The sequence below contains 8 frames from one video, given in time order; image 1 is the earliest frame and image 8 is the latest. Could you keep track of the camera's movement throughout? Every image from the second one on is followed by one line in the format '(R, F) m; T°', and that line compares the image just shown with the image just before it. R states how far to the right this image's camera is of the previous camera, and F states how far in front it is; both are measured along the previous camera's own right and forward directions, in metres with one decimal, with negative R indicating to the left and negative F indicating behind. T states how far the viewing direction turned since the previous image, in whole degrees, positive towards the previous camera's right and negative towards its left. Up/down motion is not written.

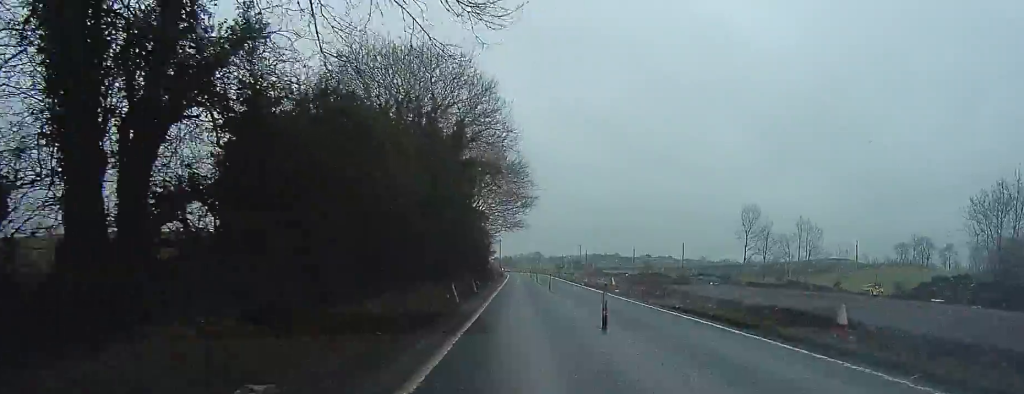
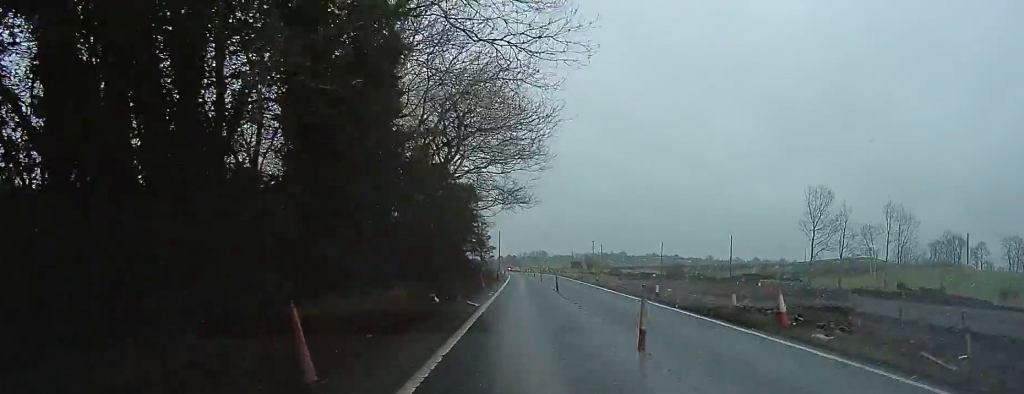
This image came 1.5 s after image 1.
(+0.9, +22.9) m; +1°
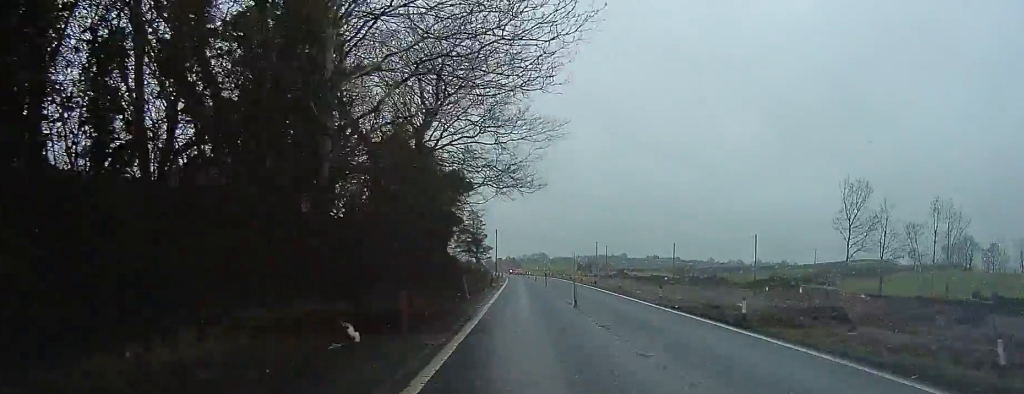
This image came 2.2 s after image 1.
(-0.3, +9.6) m; -1°
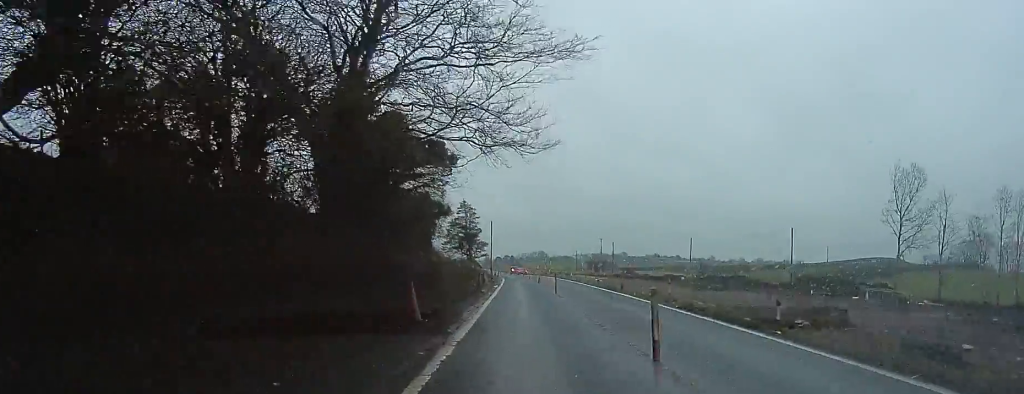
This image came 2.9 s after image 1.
(-0.2, +11.0) m; 0°
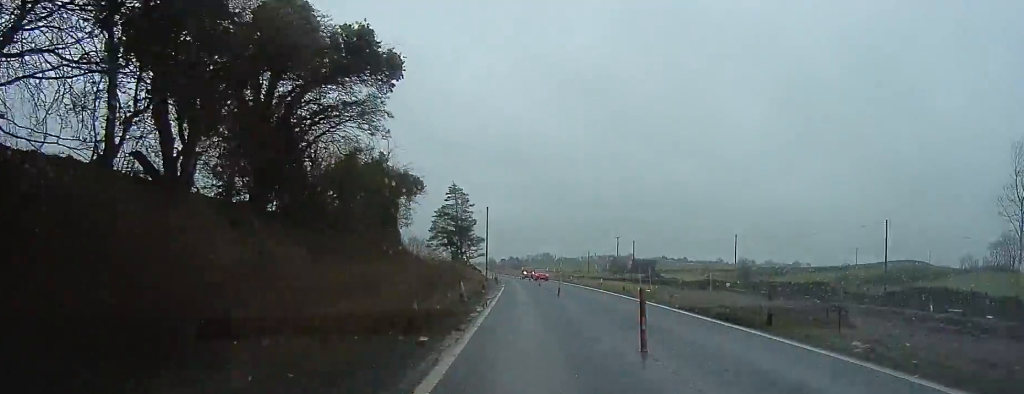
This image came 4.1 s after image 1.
(+0.6, +17.8) m; +2°
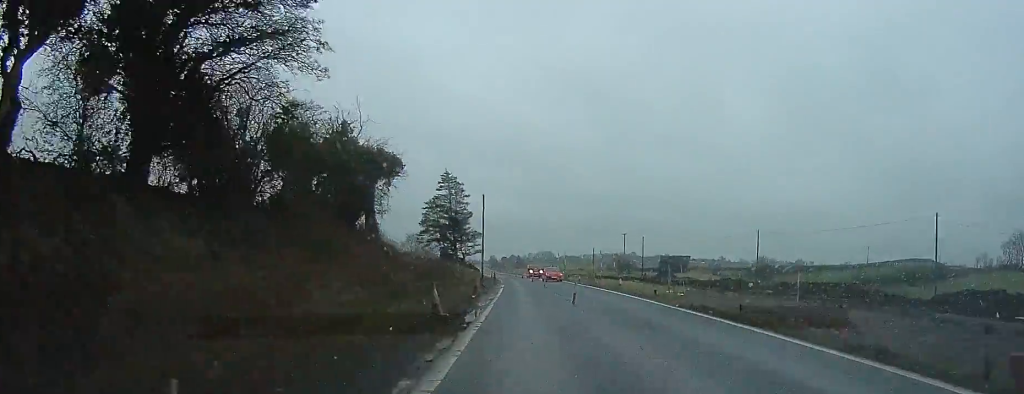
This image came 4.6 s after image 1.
(+0.3, +7.0) m; -1°
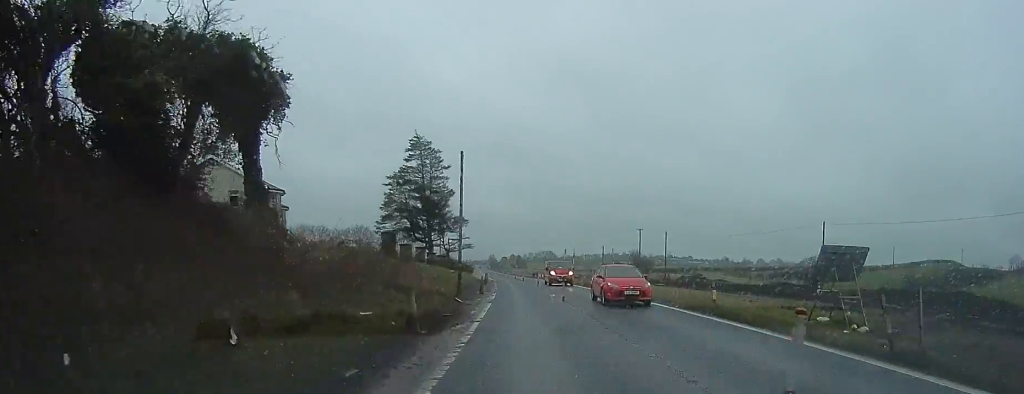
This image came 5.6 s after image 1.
(-0.7, +16.4) m; -3°
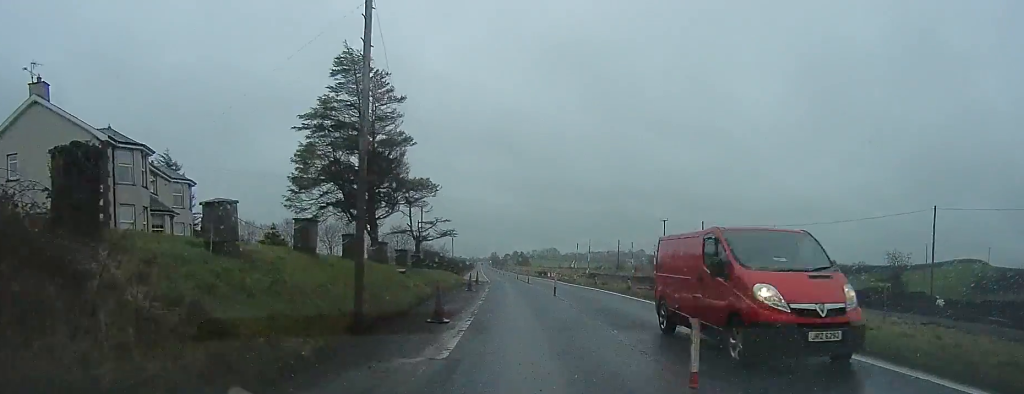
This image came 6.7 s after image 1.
(0.0, +16.7) m; 0°
